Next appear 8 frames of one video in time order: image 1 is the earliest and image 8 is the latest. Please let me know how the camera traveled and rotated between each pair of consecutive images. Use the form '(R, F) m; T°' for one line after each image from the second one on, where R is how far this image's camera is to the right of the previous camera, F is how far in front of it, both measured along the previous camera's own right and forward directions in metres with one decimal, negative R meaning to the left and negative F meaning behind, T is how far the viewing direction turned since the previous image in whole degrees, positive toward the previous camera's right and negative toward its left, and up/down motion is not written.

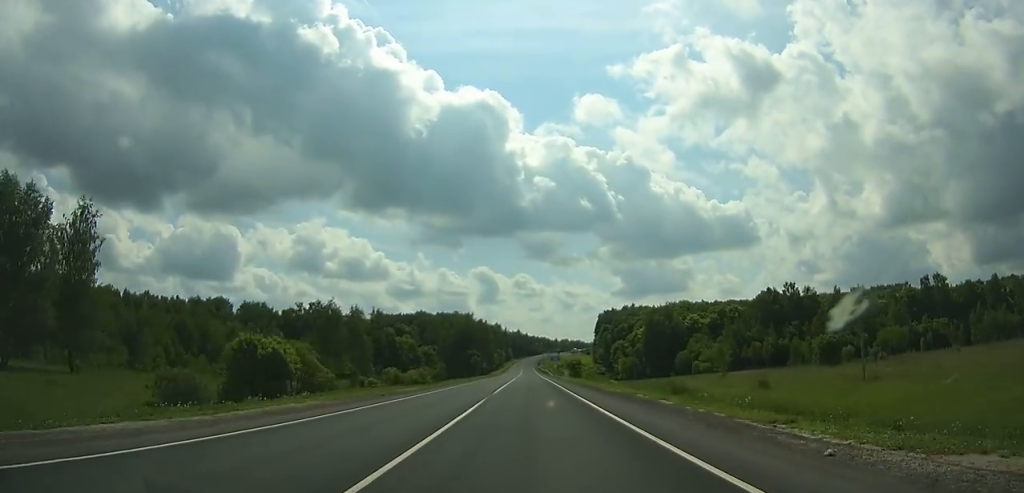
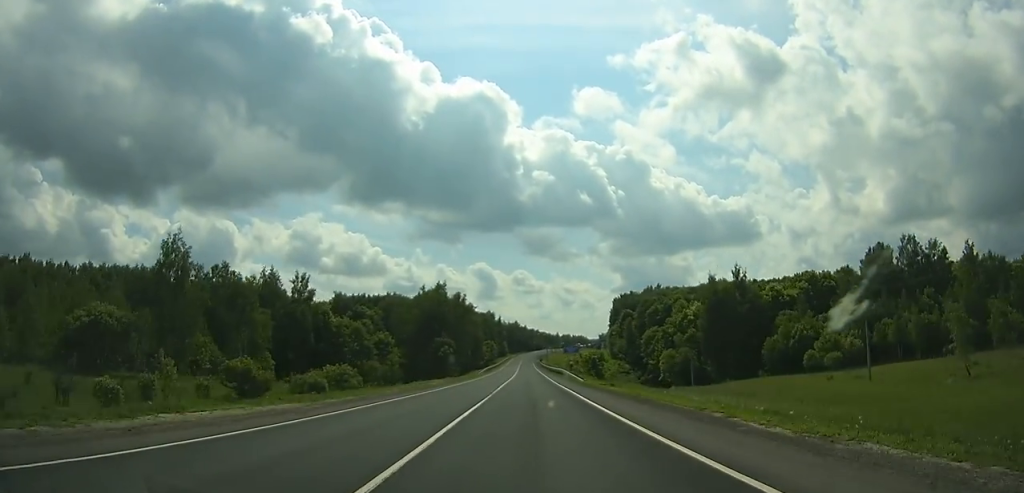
(0.0, +55.2) m; 0°
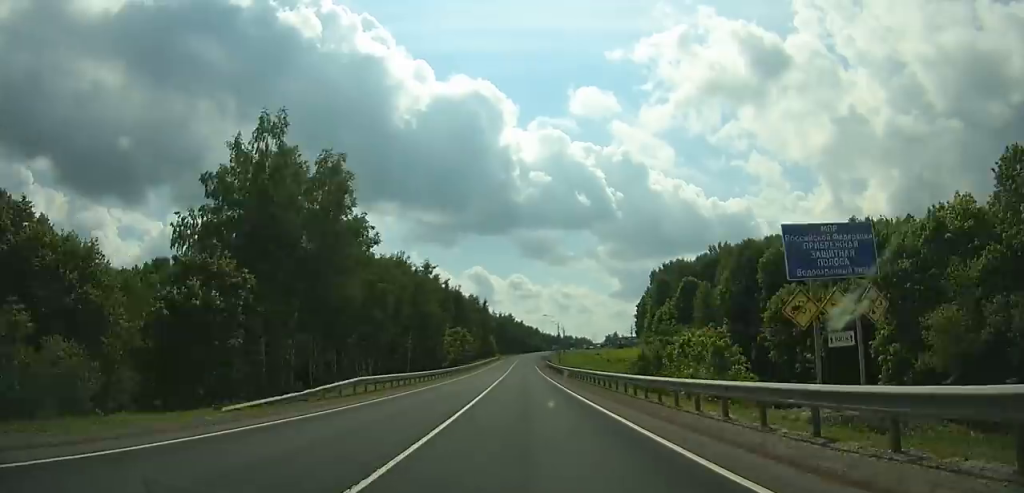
(+0.1, +75.3) m; 0°
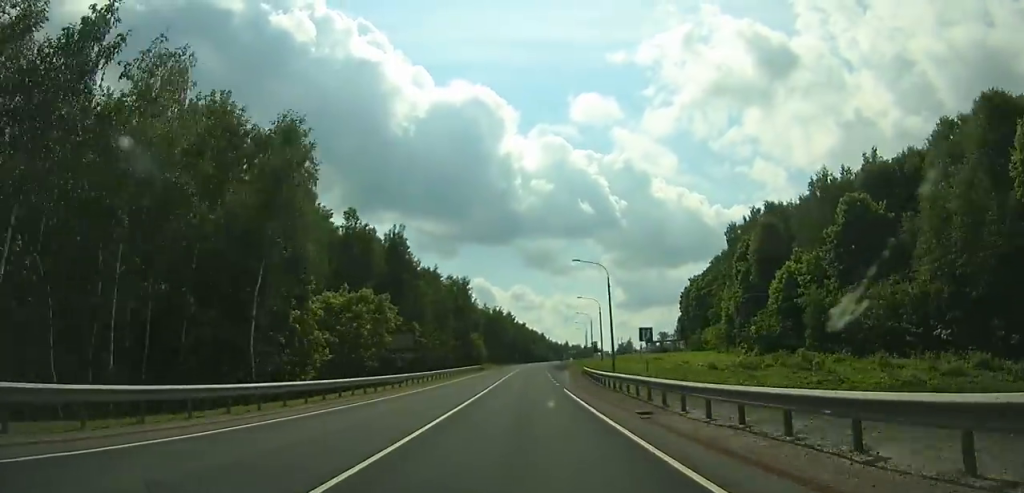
(-0.1, +59.9) m; 0°
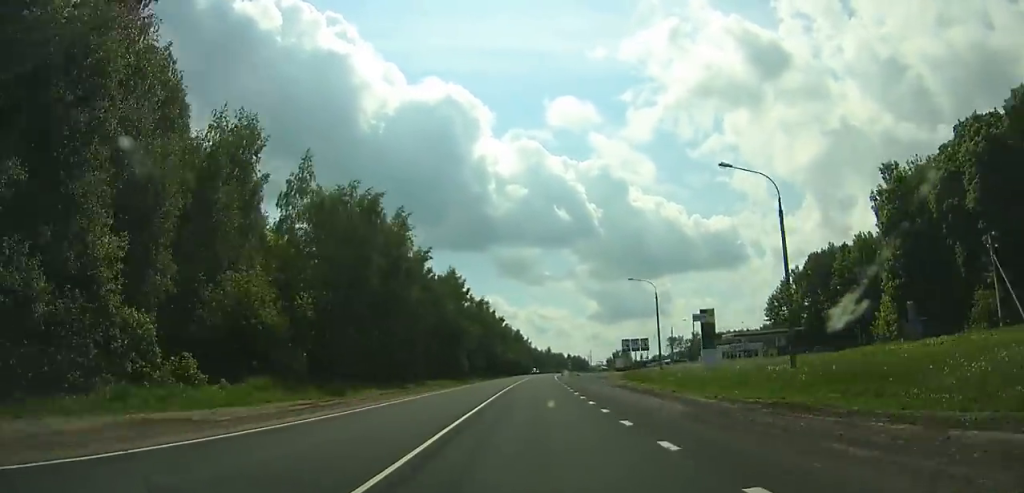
(+1.0, +113.3) m; +2°
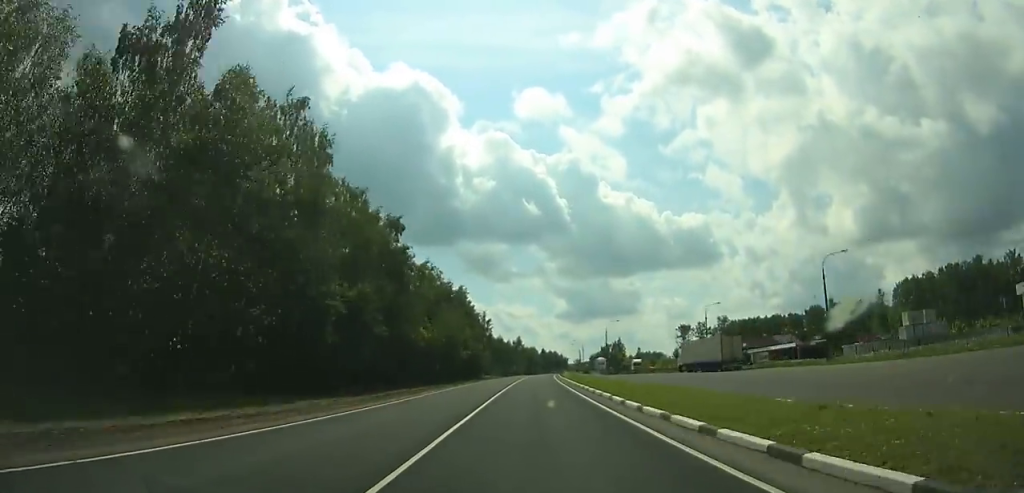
(+3.3, +105.5) m; +3°
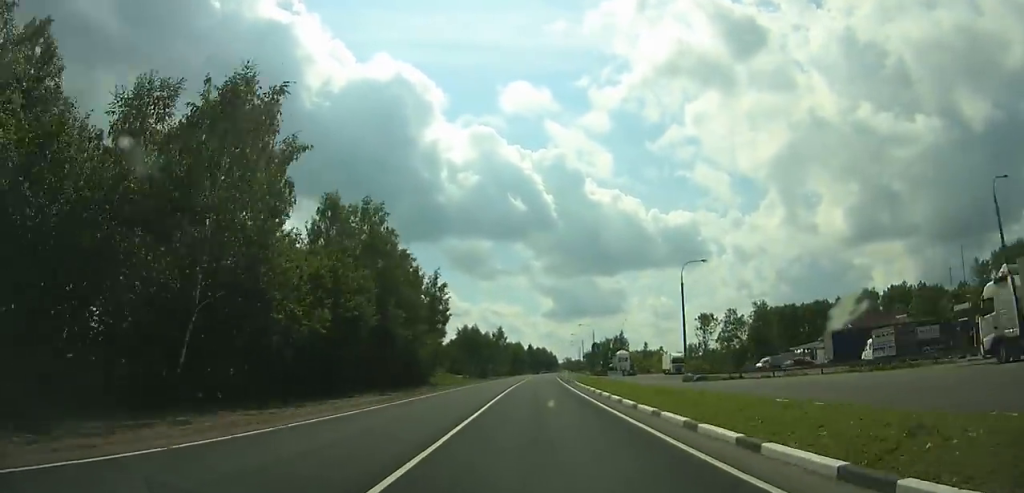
(+0.5, +58.0) m; +2°
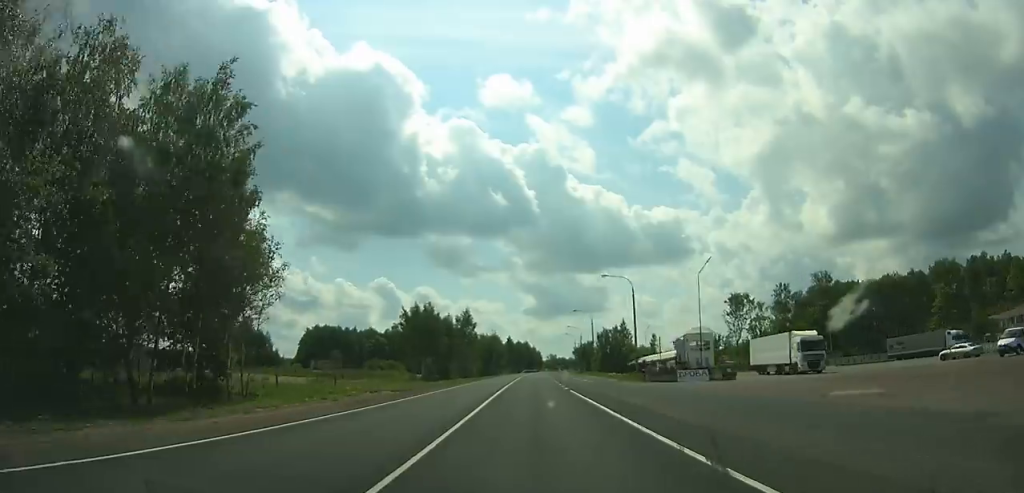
(+1.2, +60.8) m; +2°
